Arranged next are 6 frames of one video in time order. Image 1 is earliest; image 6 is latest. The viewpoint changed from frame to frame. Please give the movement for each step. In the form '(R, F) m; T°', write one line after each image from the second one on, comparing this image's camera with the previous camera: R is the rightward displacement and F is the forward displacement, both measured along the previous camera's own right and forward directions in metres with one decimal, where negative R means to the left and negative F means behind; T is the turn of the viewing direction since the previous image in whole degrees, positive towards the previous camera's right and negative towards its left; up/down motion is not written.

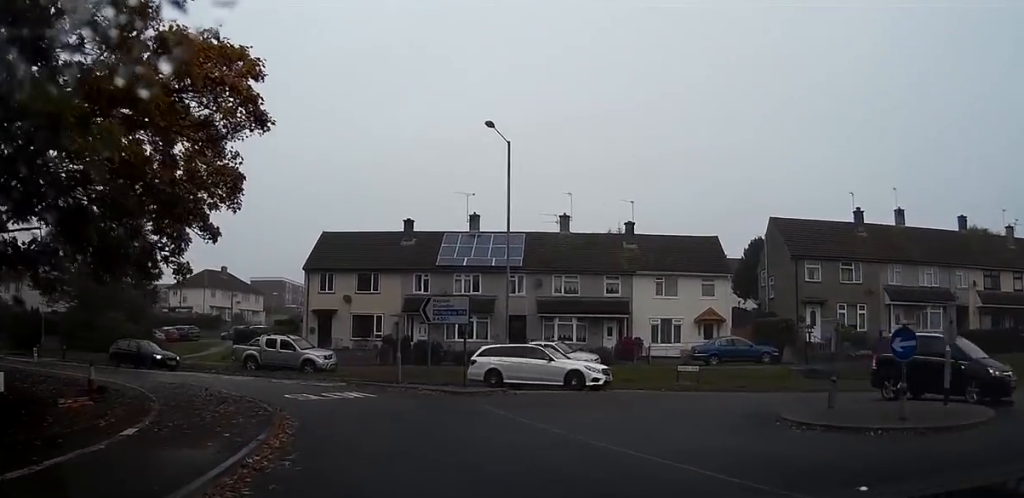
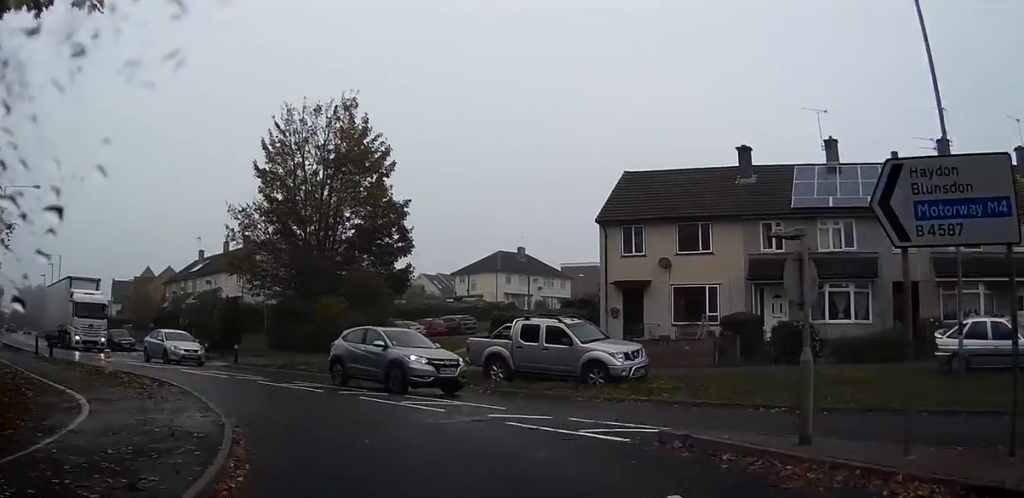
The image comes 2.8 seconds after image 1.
(-2.0, +18.2) m; -11°
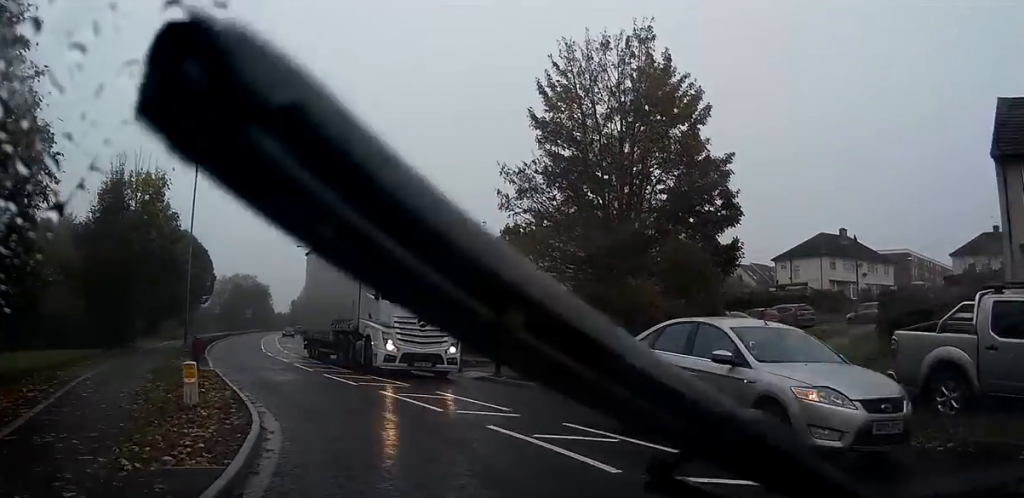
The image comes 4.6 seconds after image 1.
(-1.6, +14.1) m; -15°
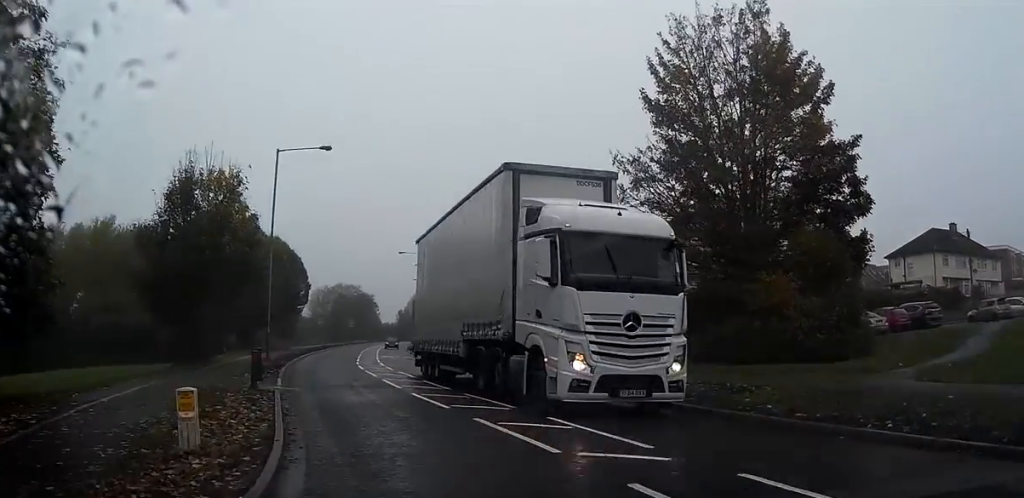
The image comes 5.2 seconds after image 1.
(-0.1, +4.6) m; -7°
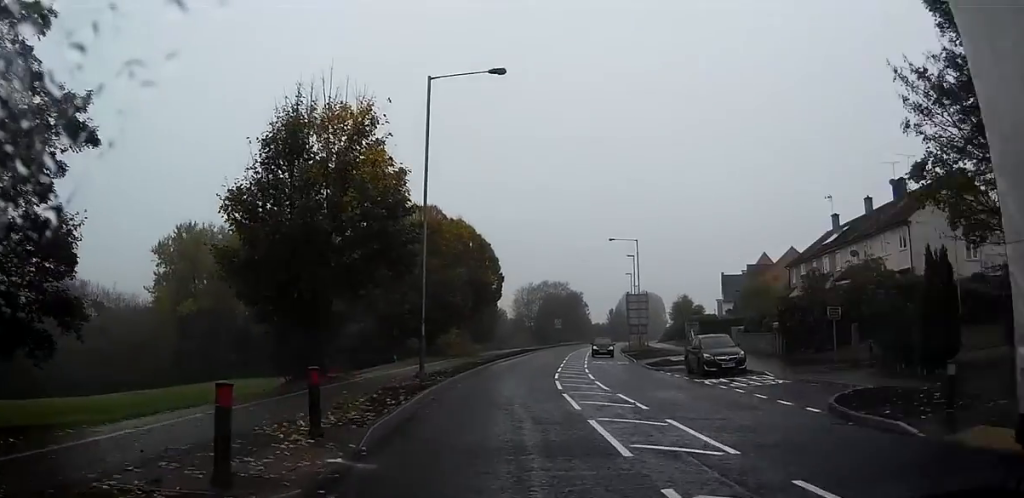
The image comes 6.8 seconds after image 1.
(-2.1, +12.5) m; -14°
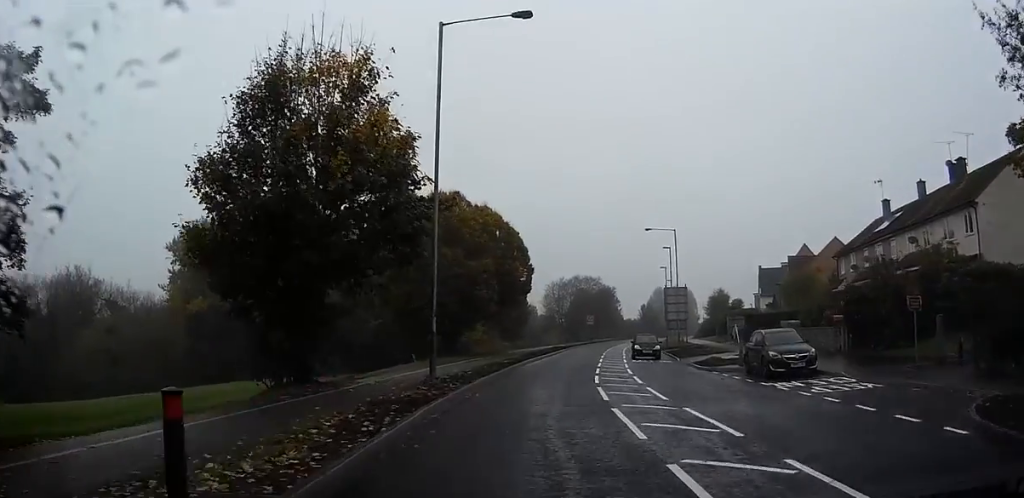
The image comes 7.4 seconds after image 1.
(-0.2, +4.8) m; -2°
